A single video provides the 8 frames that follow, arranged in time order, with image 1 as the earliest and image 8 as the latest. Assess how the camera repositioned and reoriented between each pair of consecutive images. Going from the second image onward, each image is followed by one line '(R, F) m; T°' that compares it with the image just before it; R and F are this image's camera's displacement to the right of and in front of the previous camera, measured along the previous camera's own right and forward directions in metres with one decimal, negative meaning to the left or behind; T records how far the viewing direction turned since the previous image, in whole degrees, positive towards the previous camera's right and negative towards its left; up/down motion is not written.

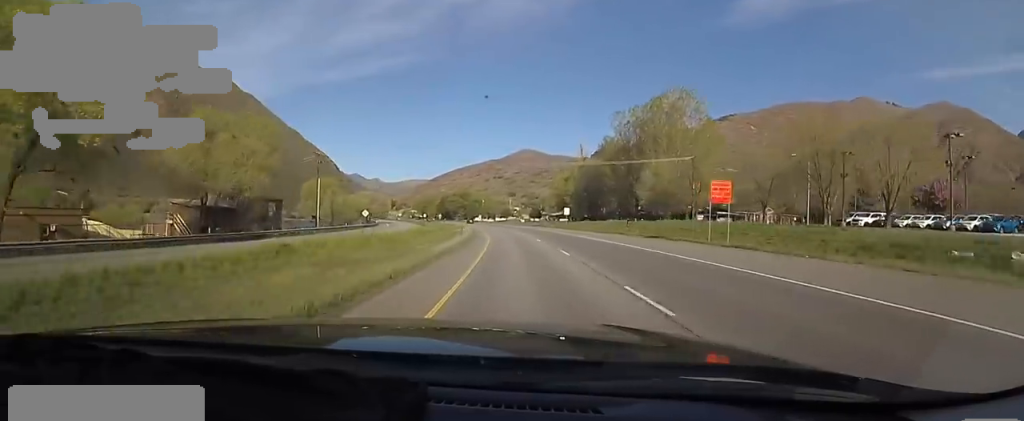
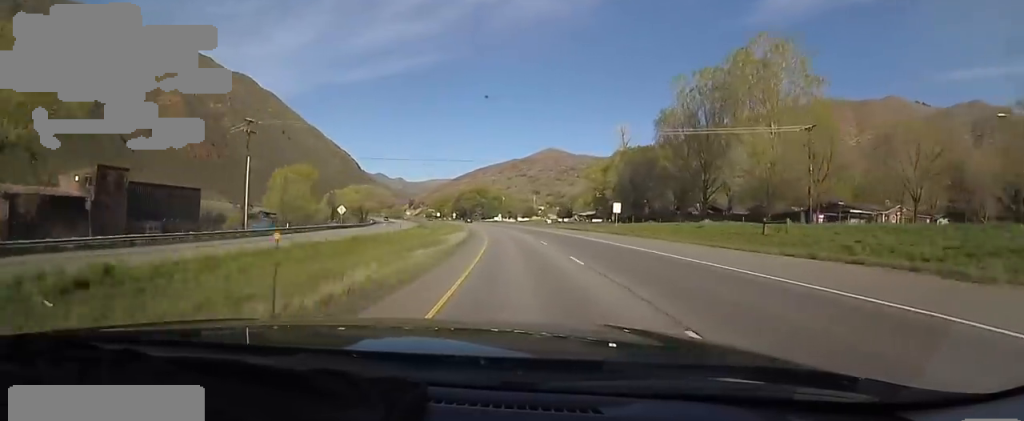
(-0.3, +27.8) m; -1°
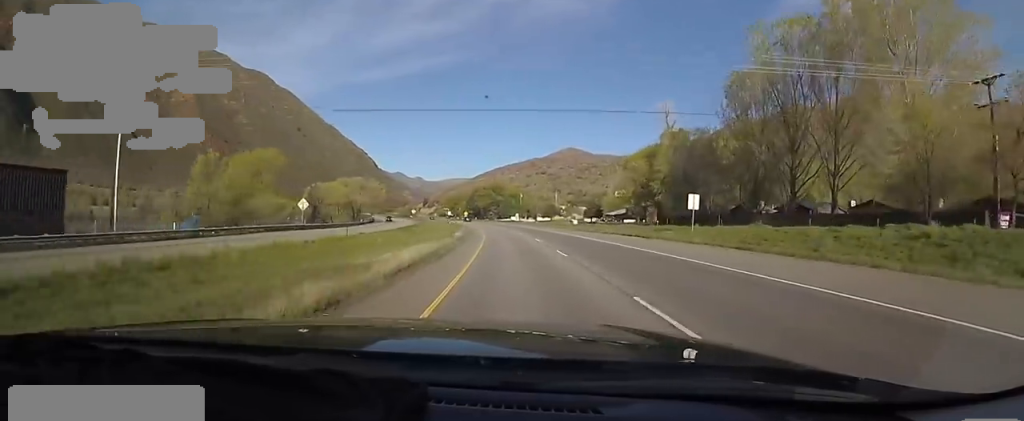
(0.0, +21.7) m; -2°
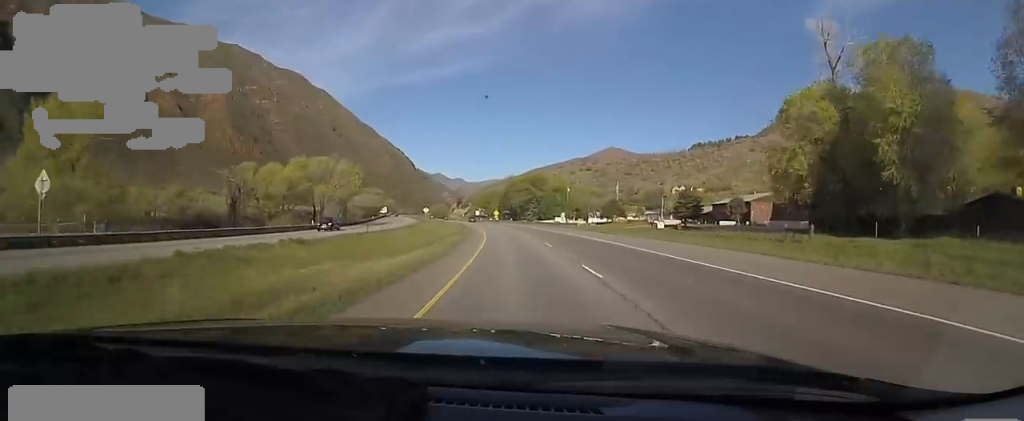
(-3.0, +42.1) m; -8°
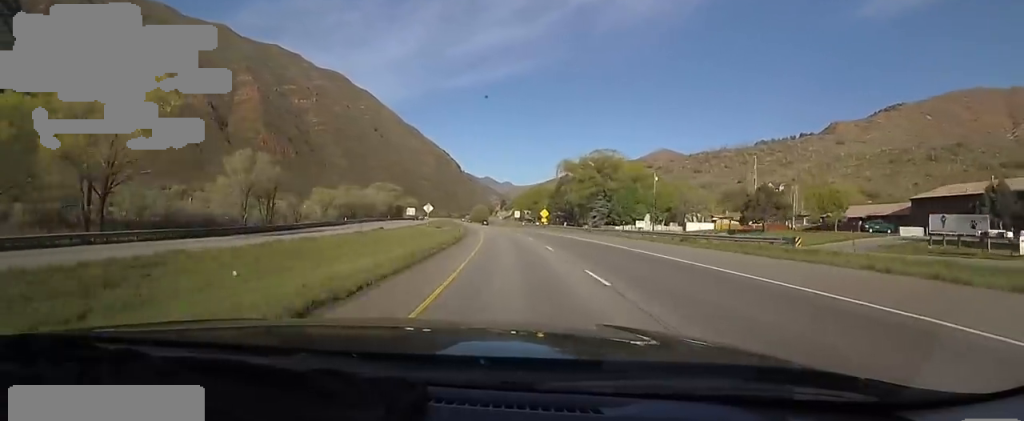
(-1.3, +51.0) m; -2°
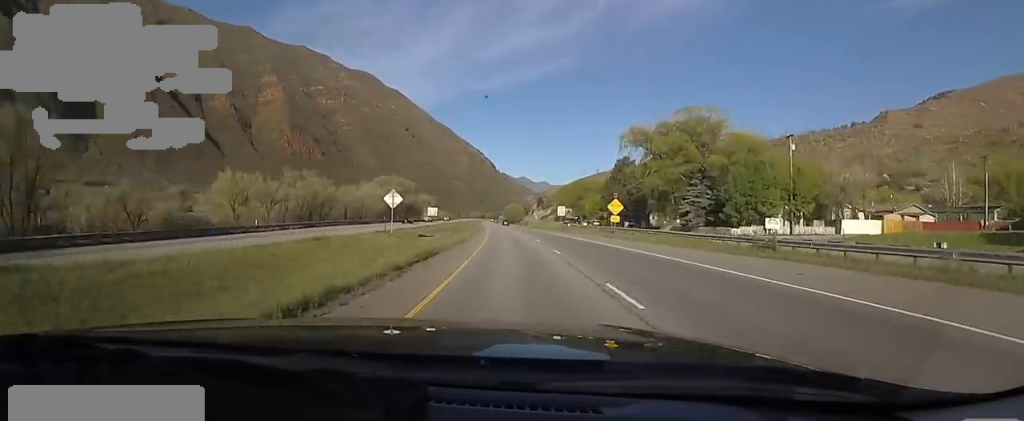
(-1.2, +38.6) m; -5°
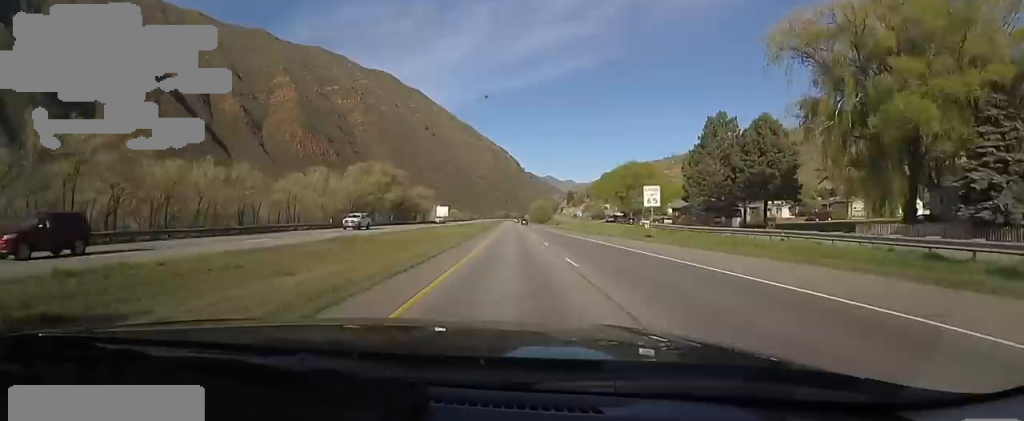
(-2.4, +41.8) m; -5°
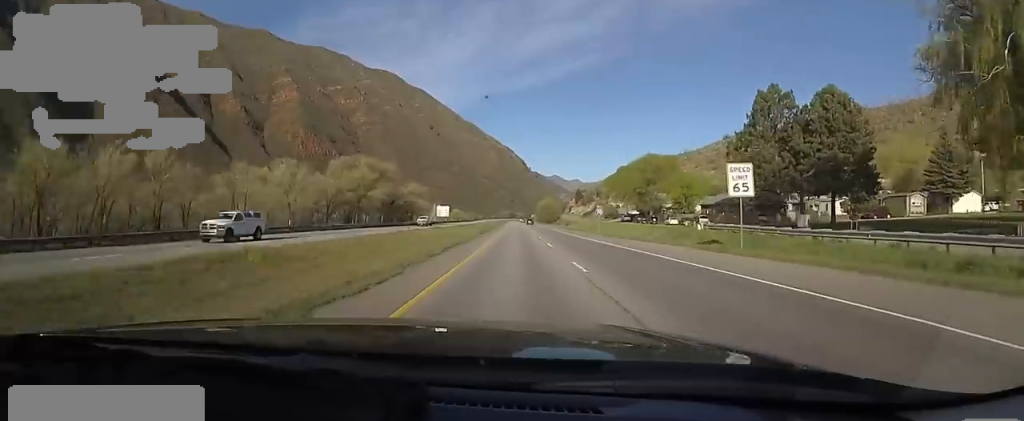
(-0.1, +13.6) m; 0°
